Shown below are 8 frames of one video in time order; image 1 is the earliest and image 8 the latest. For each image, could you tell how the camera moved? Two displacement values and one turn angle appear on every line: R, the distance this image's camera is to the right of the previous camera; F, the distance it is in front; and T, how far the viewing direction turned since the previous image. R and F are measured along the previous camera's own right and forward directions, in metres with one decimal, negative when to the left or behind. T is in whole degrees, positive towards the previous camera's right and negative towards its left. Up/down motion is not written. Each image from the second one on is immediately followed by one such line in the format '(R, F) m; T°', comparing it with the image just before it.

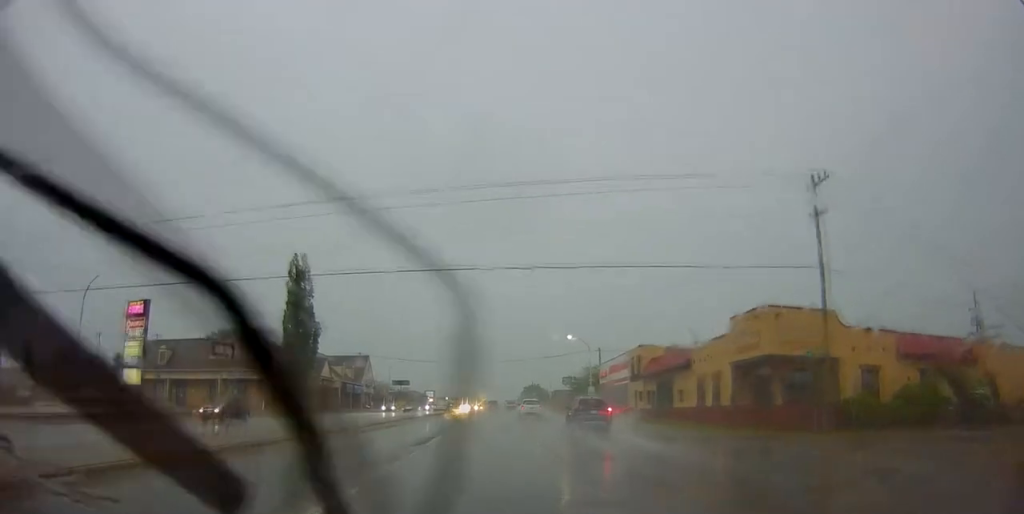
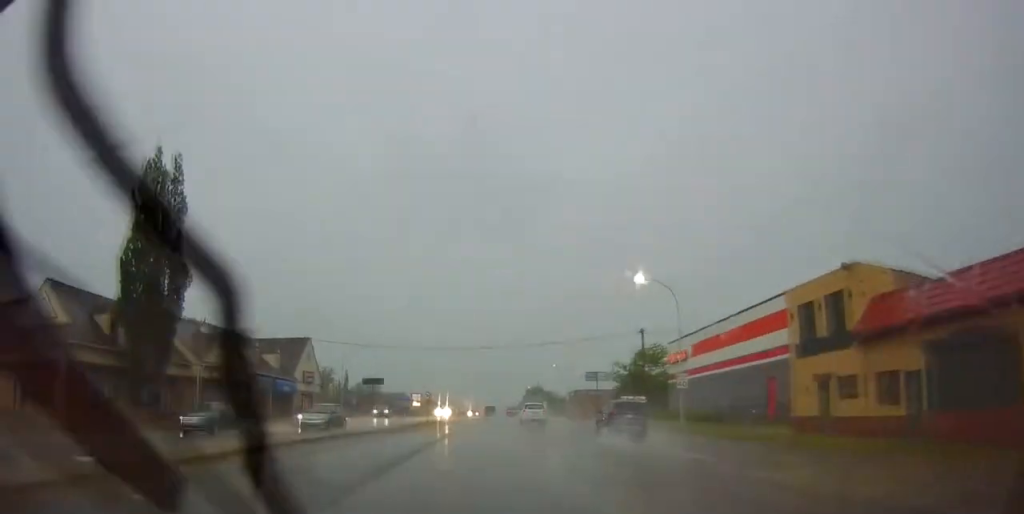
(+0.9, +33.8) m; 0°
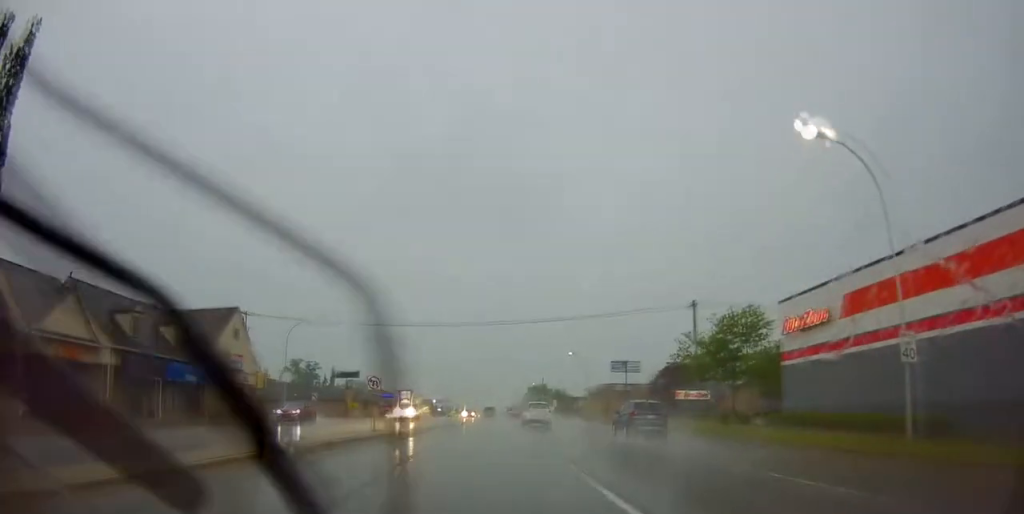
(-0.5, +21.4) m; 0°
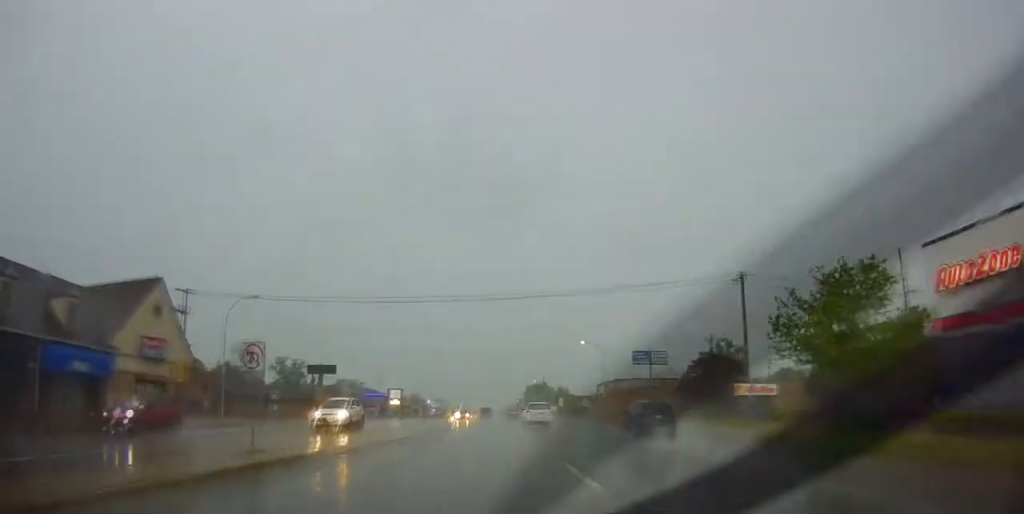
(+0.4, +13.2) m; +1°
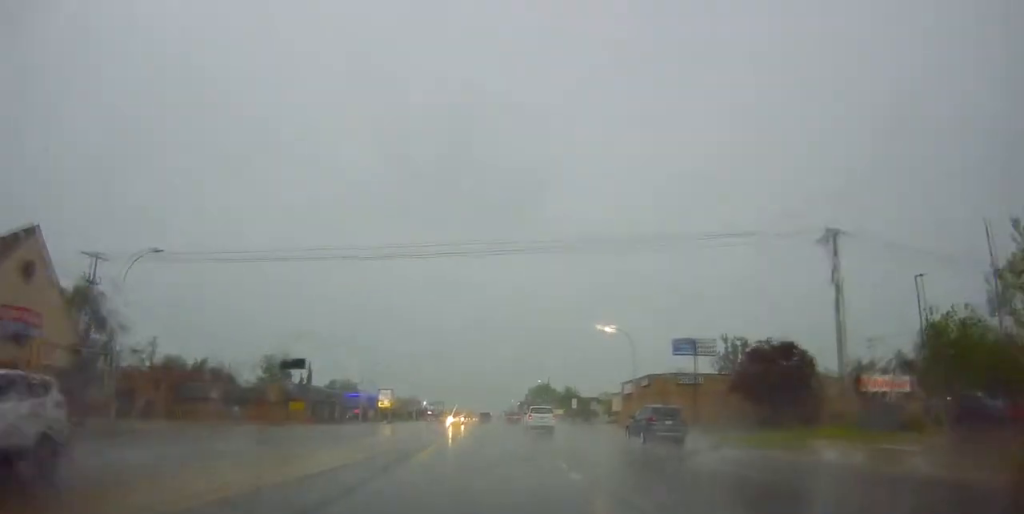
(+0.1, +14.5) m; 0°
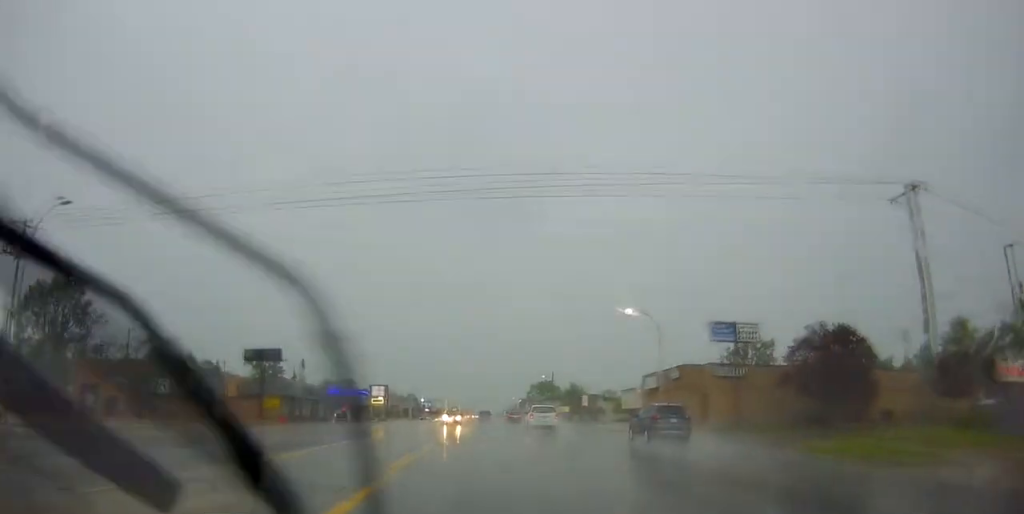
(+0.1, +8.8) m; -1°
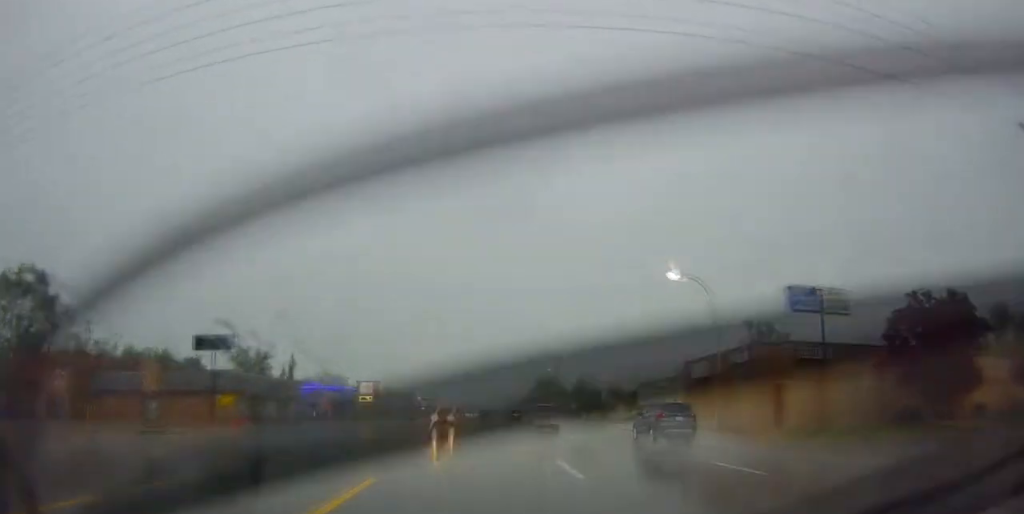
(-0.3, +11.8) m; 0°
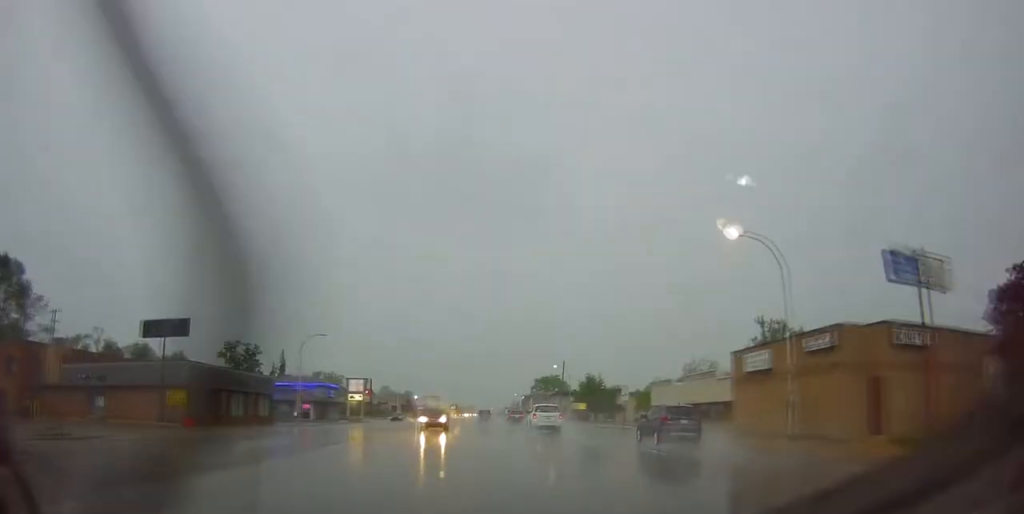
(-0.2, +9.3) m; 0°
